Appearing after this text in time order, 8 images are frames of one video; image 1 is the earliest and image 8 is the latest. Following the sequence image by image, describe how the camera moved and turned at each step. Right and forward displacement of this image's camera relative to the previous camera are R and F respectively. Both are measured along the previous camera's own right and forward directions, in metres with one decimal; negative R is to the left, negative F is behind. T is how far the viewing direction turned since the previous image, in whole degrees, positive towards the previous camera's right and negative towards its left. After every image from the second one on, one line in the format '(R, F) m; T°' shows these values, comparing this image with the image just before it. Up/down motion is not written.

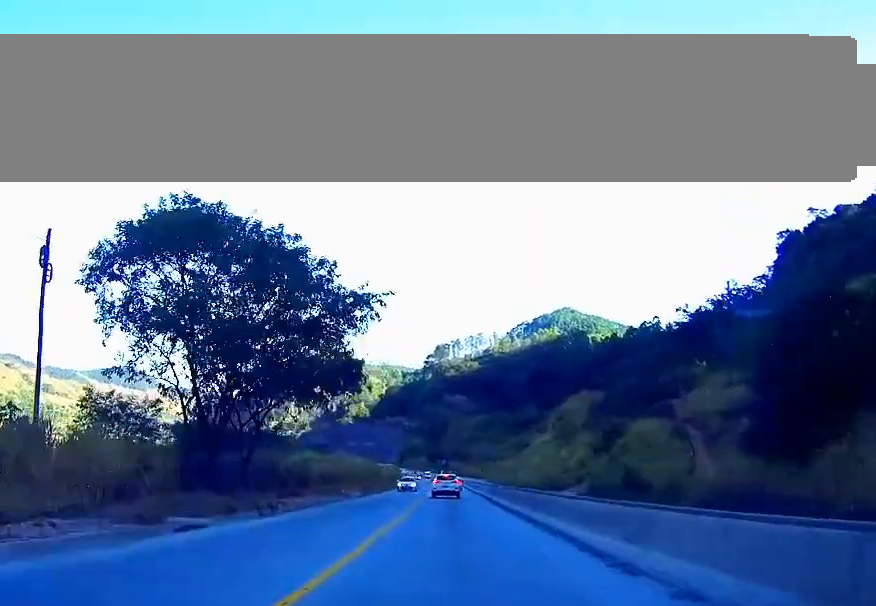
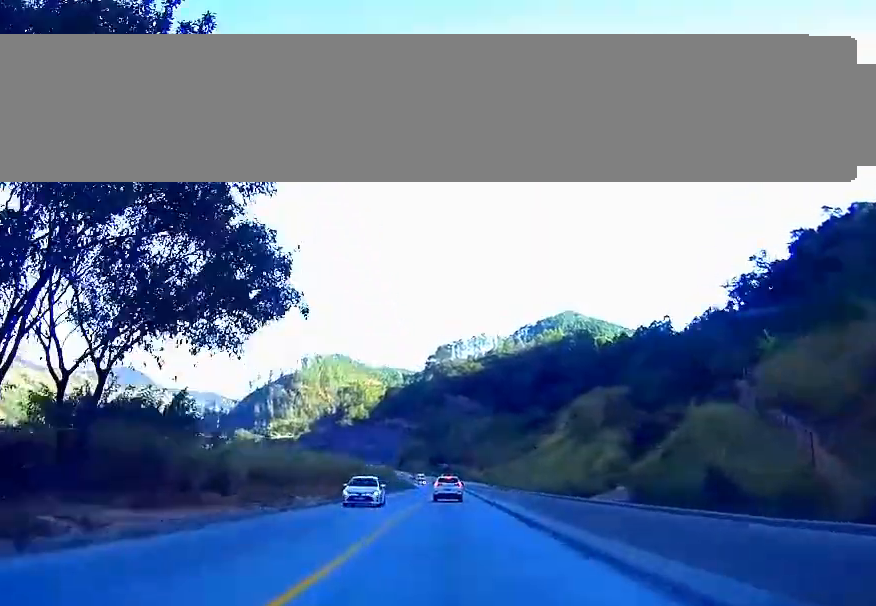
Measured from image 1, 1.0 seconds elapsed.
(0.0, +20.4) m; 0°
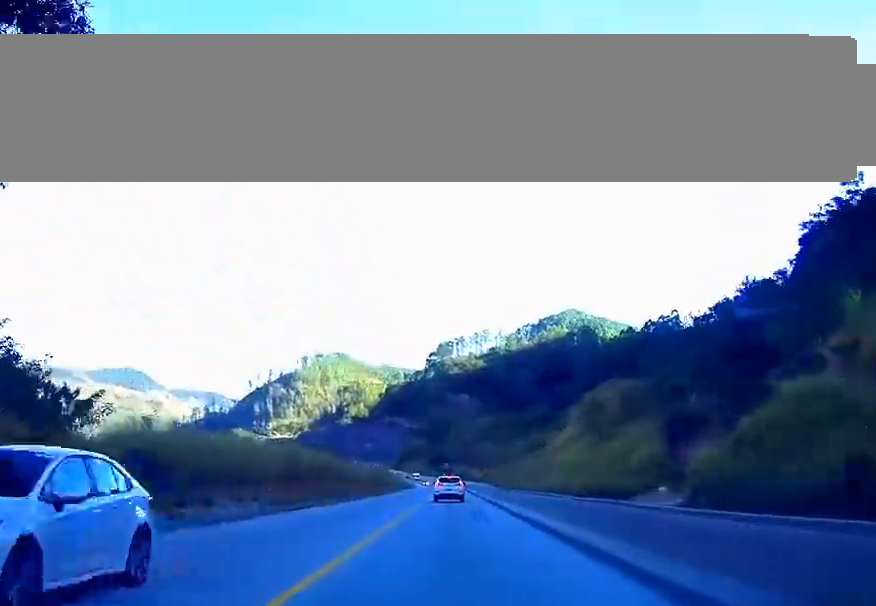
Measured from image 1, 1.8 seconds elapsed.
(0.0, +16.3) m; 0°
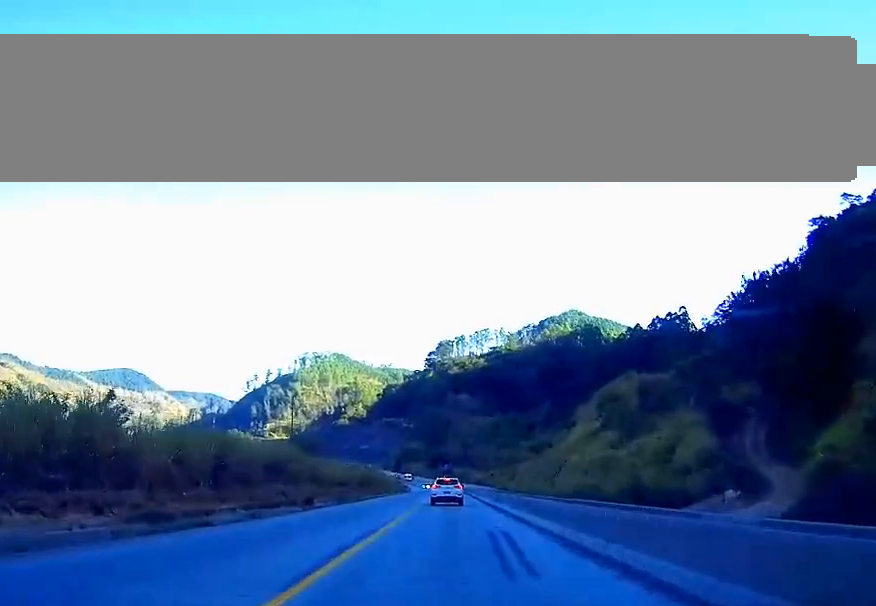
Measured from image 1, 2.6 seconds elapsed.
(0.0, +16.8) m; 0°
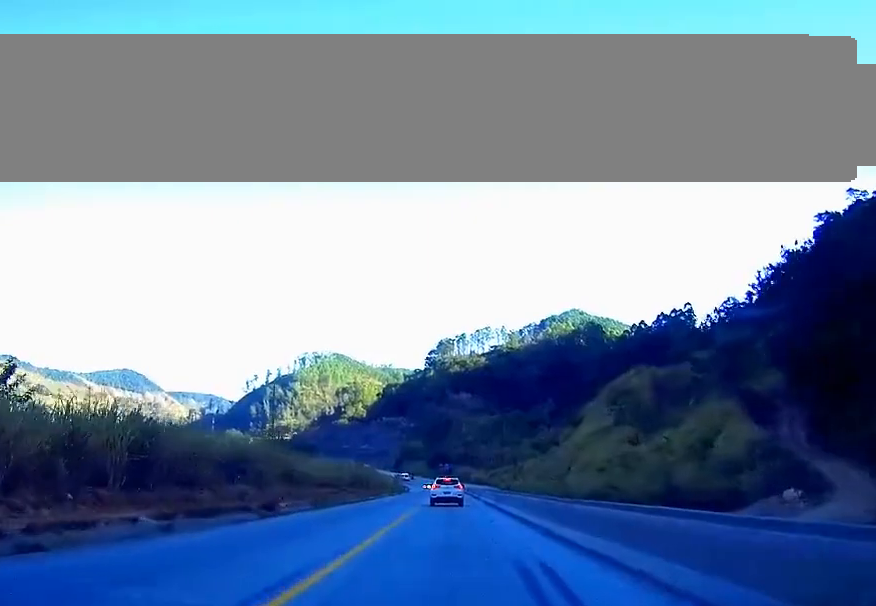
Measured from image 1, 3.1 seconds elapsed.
(0.0, +9.4) m; 0°
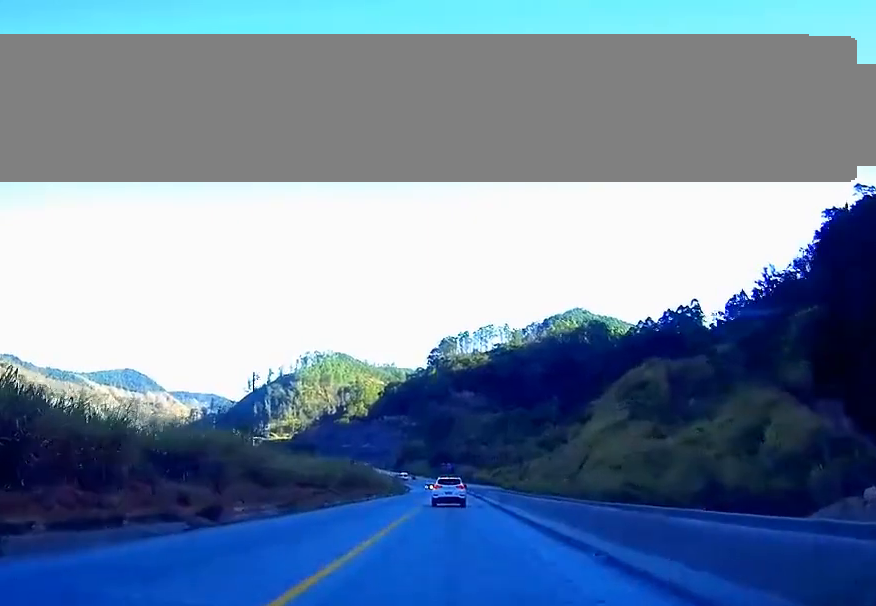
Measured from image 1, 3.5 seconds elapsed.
(0.0, +8.7) m; 0°
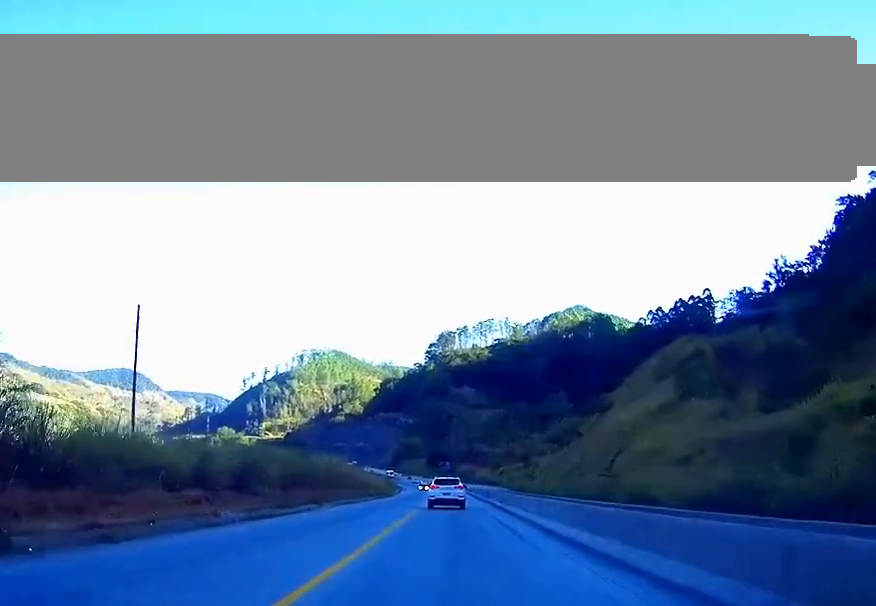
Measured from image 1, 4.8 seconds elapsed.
(0.0, +24.9) m; 0°
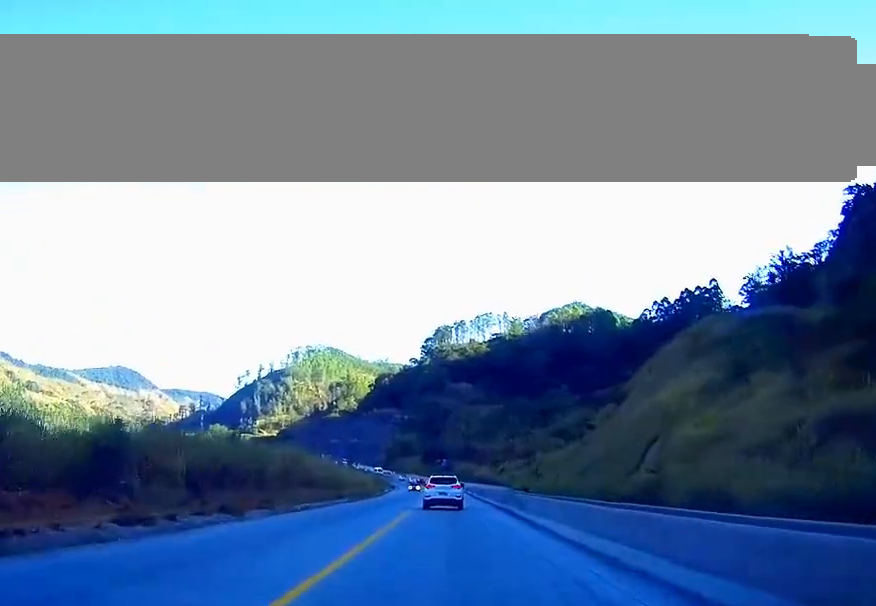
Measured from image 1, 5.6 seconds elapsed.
(0.0, +16.9) m; 0°
